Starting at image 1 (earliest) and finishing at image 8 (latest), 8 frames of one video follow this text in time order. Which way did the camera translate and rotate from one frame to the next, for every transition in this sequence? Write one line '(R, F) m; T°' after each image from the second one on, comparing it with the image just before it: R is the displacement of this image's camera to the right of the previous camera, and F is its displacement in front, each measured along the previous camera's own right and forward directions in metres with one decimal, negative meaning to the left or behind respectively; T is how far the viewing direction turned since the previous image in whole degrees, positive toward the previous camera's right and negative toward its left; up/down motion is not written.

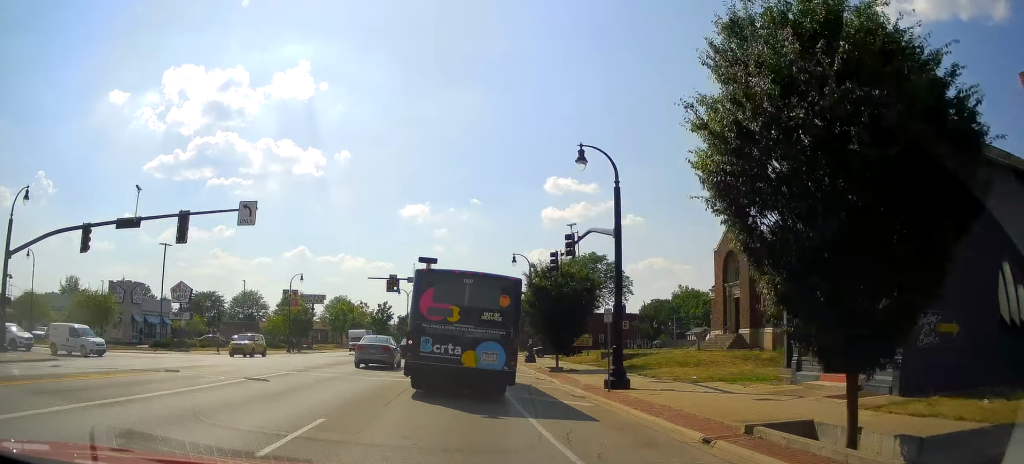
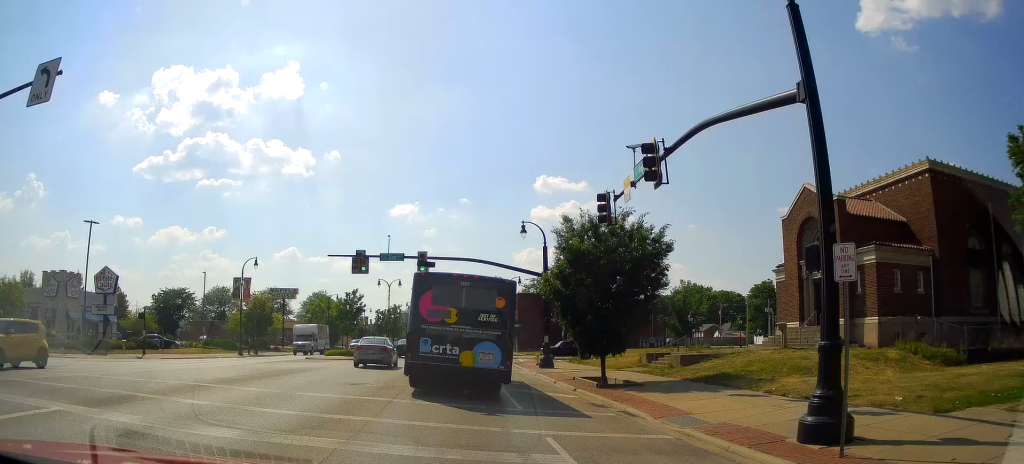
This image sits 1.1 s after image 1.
(-0.7, +11.8) m; -3°
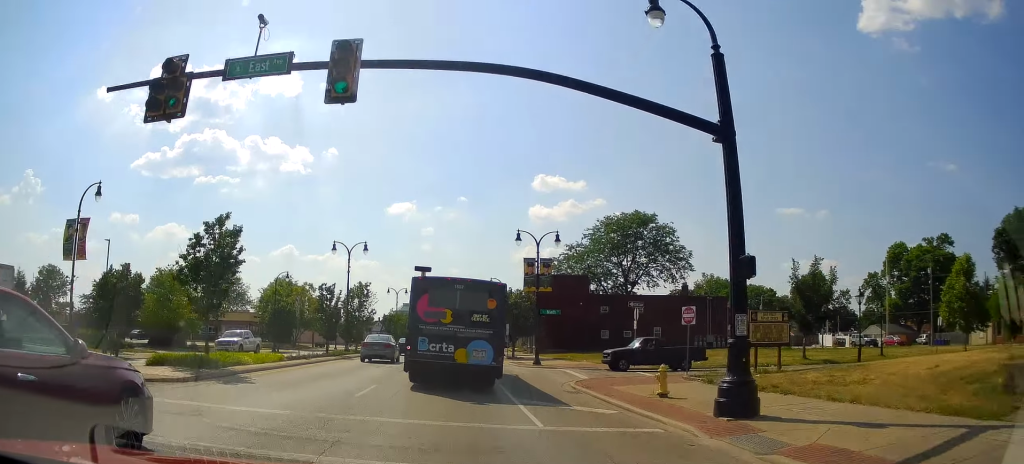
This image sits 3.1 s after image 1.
(+1.5, +23.7) m; +4°
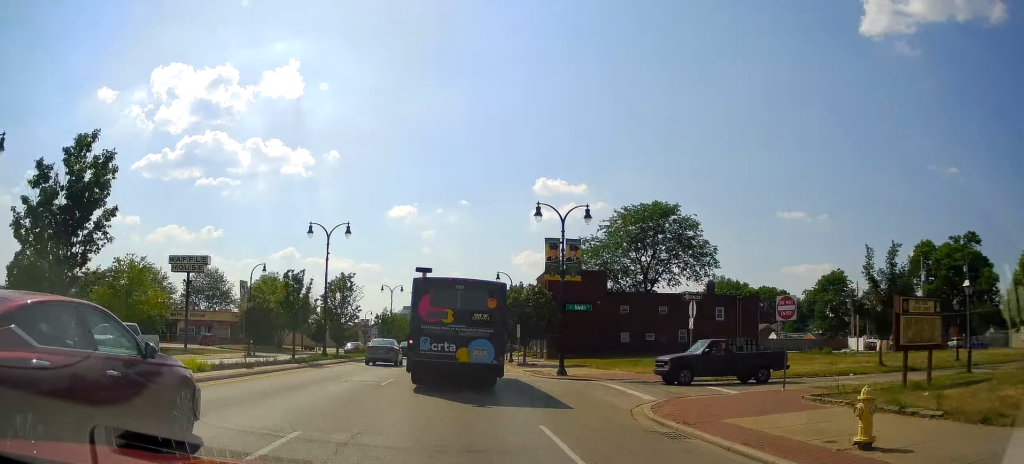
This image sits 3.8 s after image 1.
(-0.3, +8.0) m; 0°
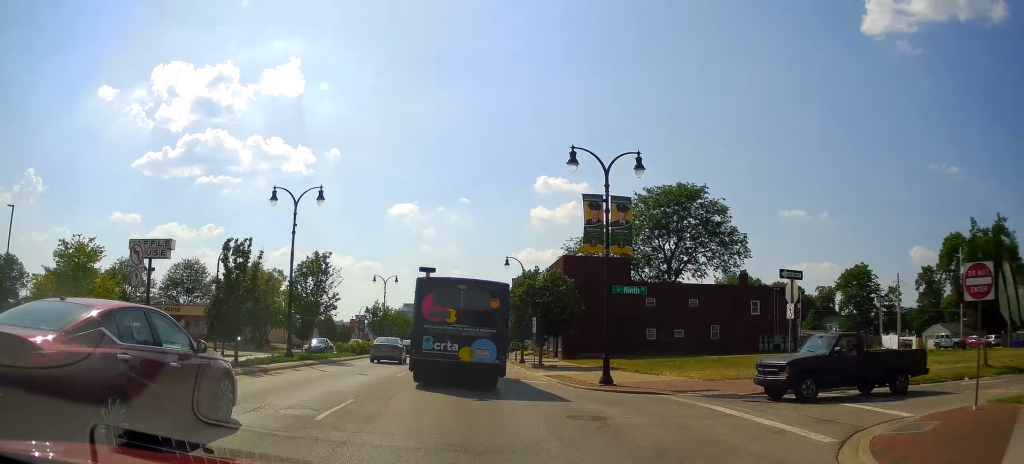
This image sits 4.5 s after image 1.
(0.0, +8.1) m; -1°
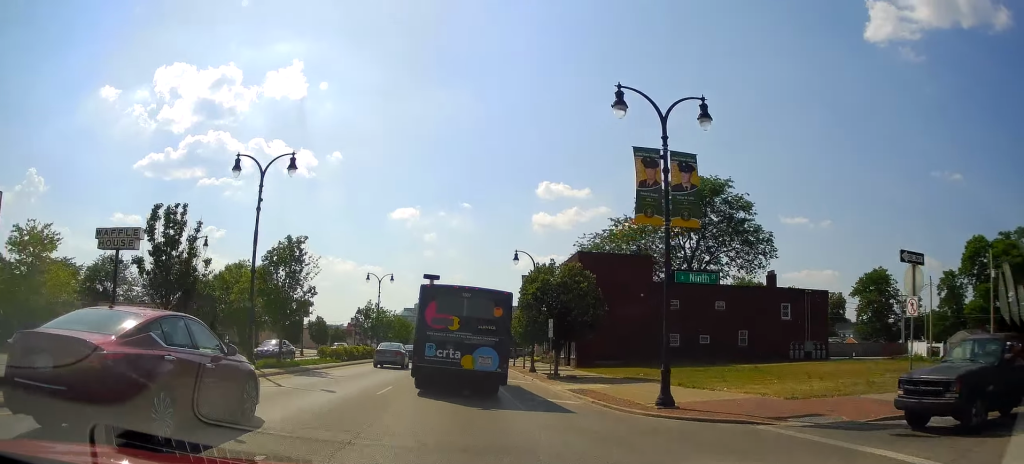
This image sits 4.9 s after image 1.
(+0.3, +5.7) m; -2°
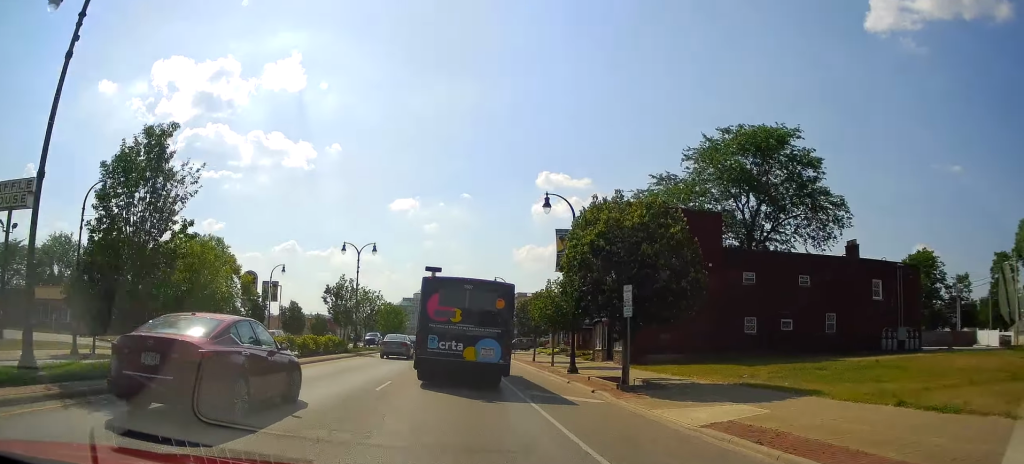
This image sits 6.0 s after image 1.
(-1.0, +13.1) m; -1°
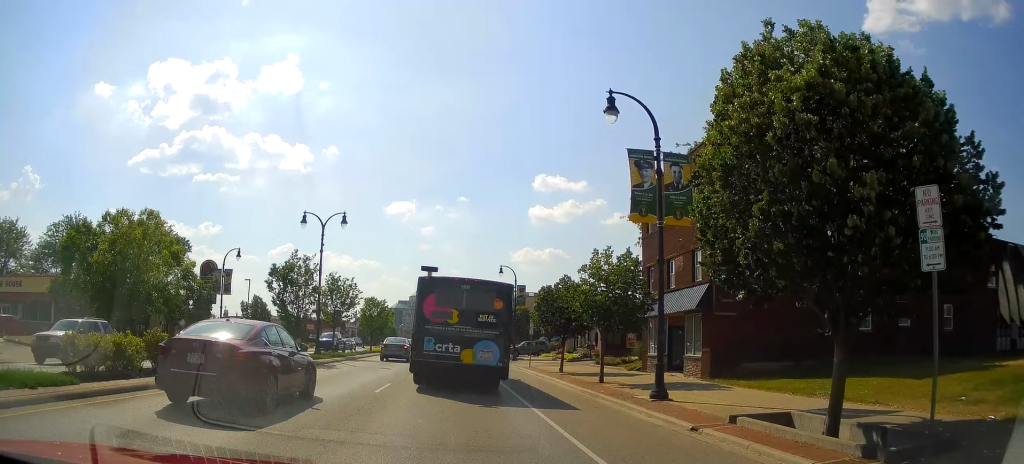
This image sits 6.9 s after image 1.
(+0.8, +11.4) m; +3°
